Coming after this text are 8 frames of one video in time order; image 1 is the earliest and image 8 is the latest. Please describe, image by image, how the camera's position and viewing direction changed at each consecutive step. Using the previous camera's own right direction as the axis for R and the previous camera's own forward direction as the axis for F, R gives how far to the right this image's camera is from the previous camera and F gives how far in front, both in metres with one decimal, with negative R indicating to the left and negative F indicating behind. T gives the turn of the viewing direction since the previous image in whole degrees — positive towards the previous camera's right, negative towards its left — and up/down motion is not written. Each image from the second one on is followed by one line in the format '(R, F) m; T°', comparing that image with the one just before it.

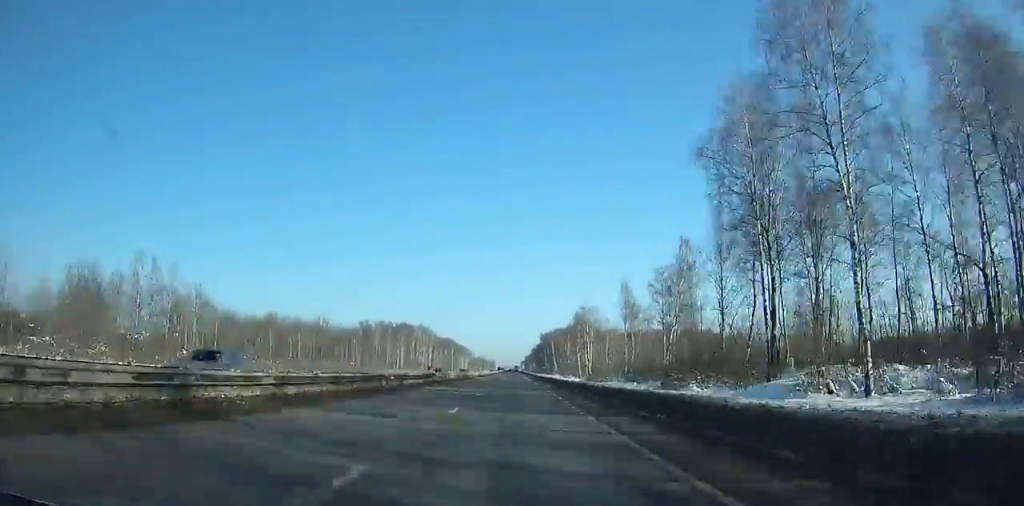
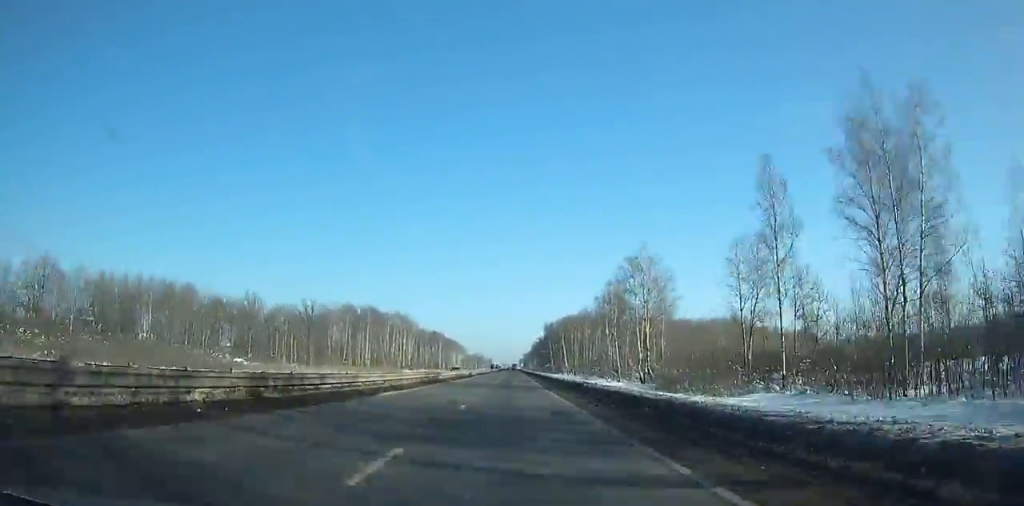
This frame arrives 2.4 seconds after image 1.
(+0.1, +59.1) m; 0°
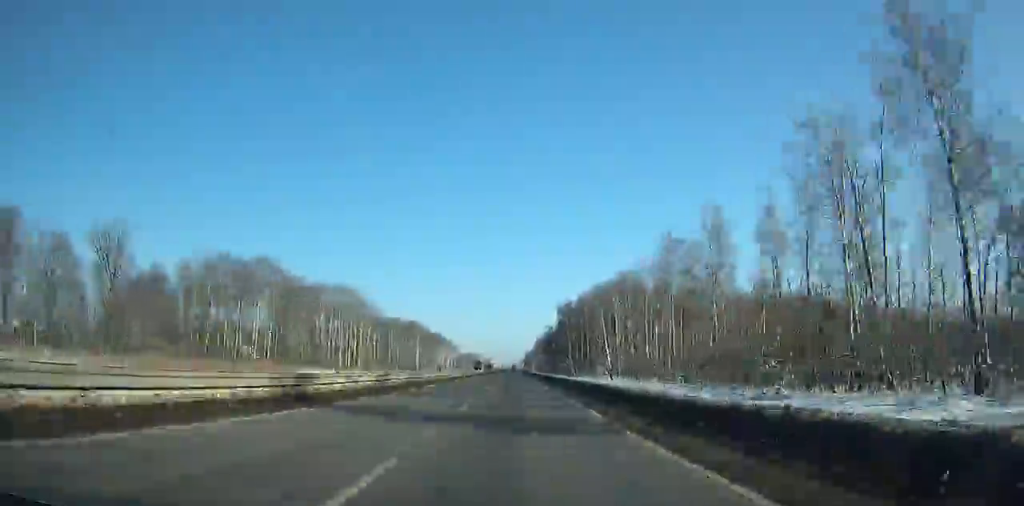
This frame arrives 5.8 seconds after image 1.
(-0.6, +85.7) m; -1°
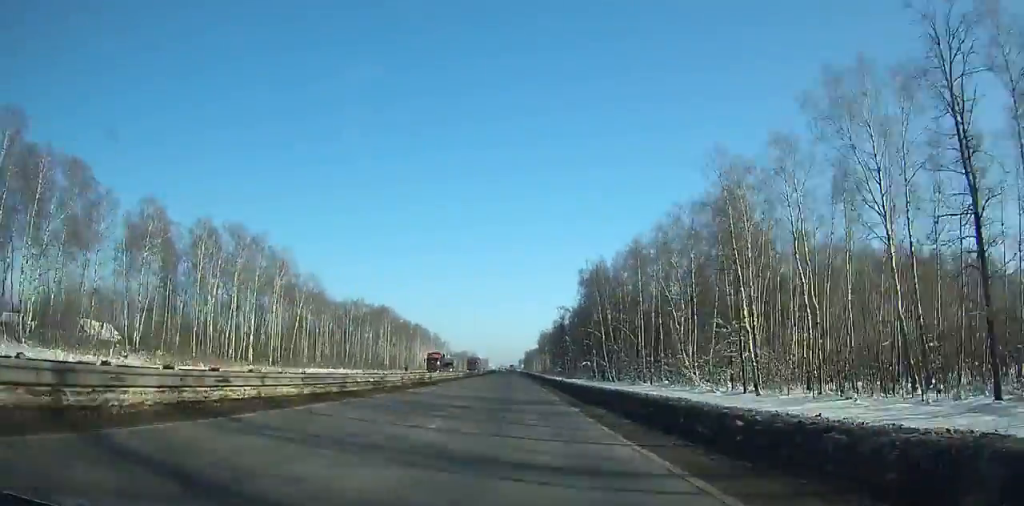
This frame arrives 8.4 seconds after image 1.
(-0.1, +67.2) m; 0°
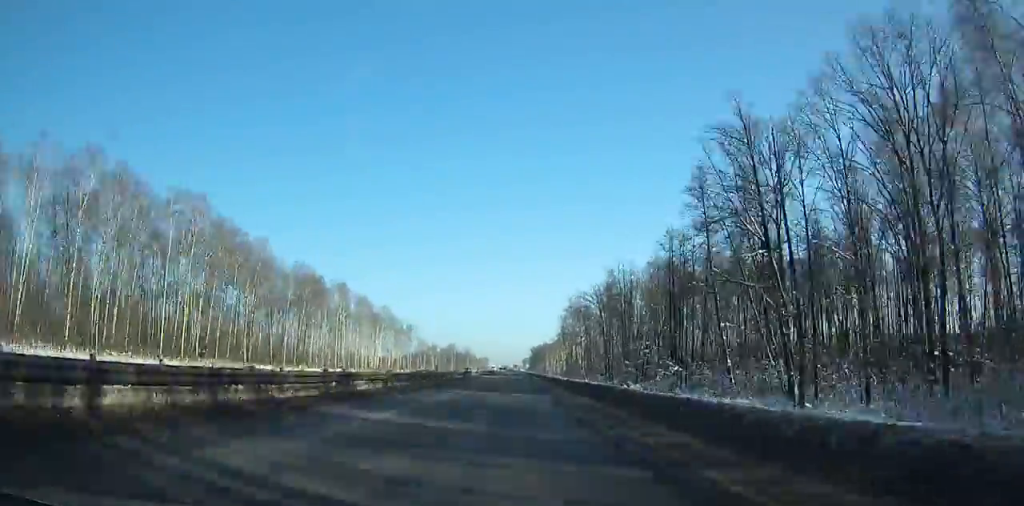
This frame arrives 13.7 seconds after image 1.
(+1.9, +139.6) m; +1°
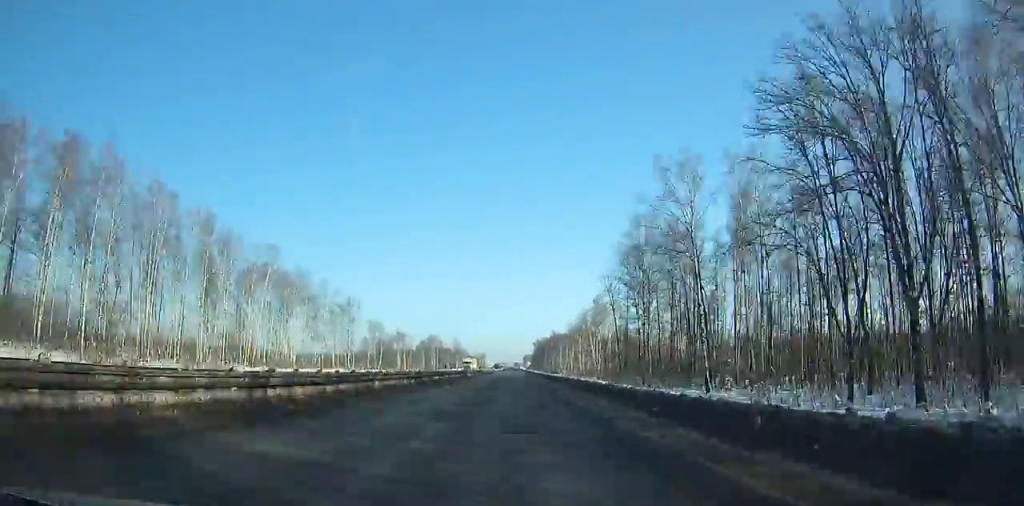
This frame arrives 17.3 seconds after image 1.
(0.0, +95.0) m; -1°
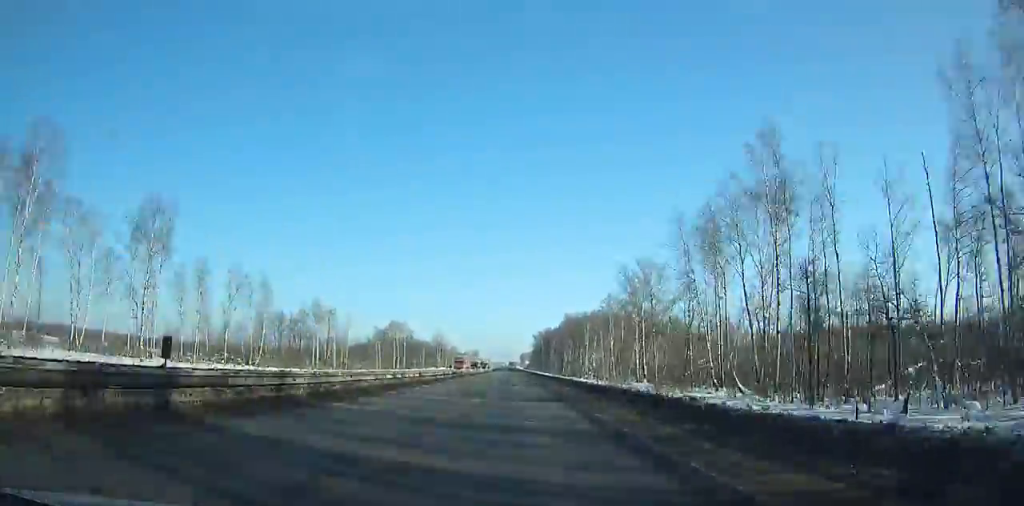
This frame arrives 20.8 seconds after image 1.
(-1.1, +90.8) m; -1°
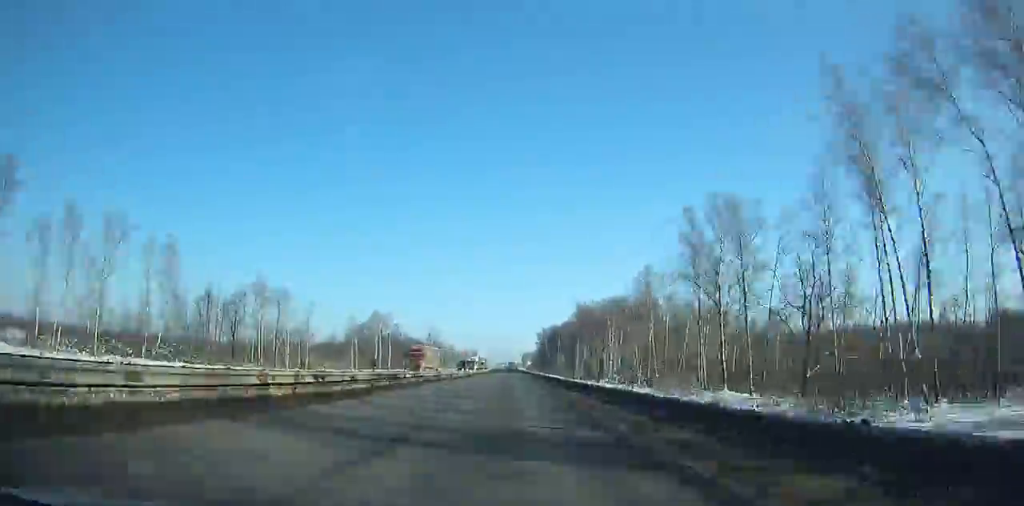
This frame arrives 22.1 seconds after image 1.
(-0.5, +33.3) m; 0°
